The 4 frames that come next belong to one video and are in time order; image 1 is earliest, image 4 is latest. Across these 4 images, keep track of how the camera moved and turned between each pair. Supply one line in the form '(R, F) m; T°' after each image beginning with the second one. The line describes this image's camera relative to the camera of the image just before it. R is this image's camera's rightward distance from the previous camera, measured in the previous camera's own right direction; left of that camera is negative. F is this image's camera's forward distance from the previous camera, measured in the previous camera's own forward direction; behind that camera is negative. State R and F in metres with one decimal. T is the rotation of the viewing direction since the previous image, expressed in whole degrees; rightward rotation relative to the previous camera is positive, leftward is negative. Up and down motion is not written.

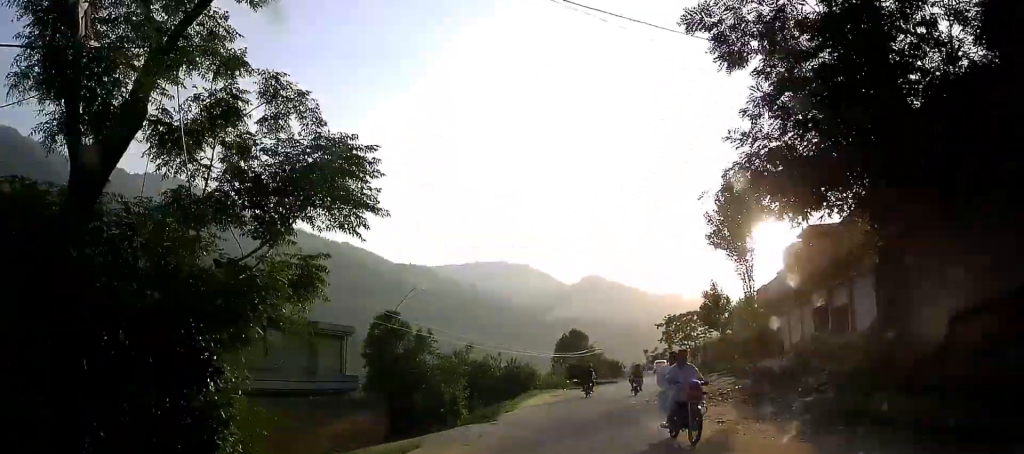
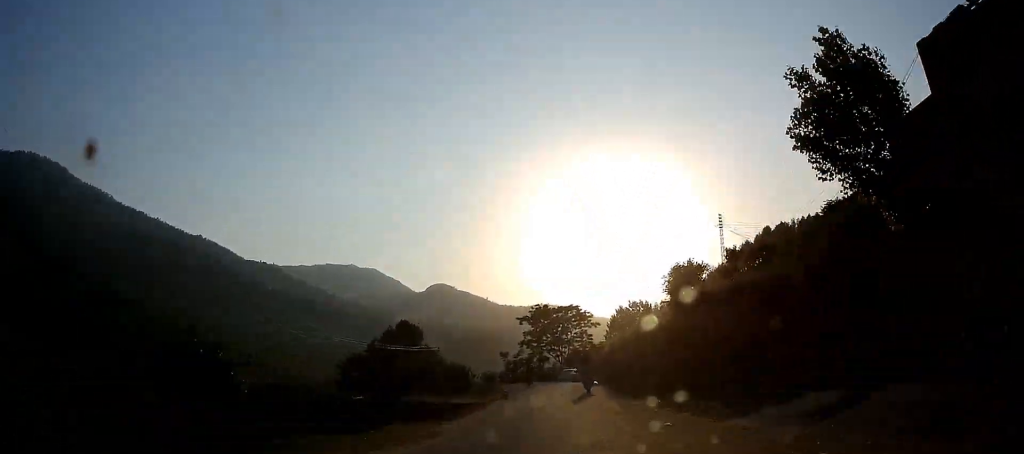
(+4.4, +34.0) m; +15°
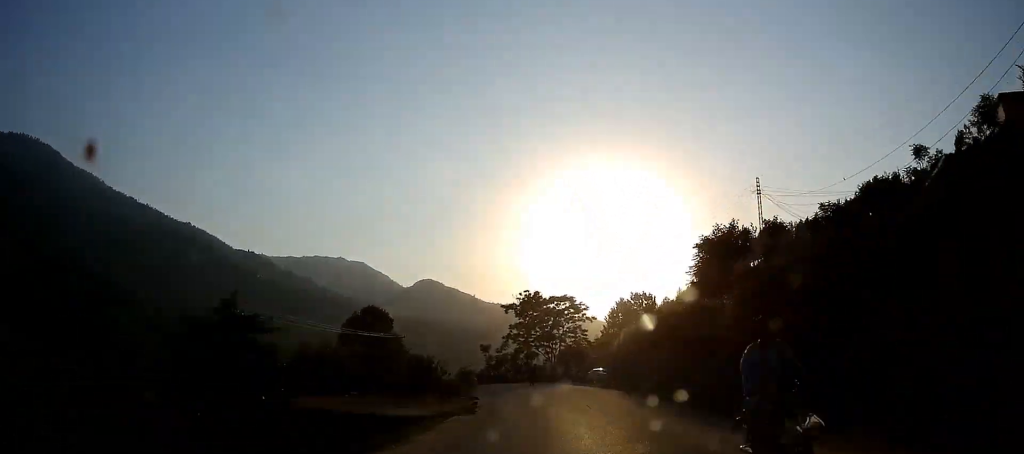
(+0.5, +11.1) m; +1°
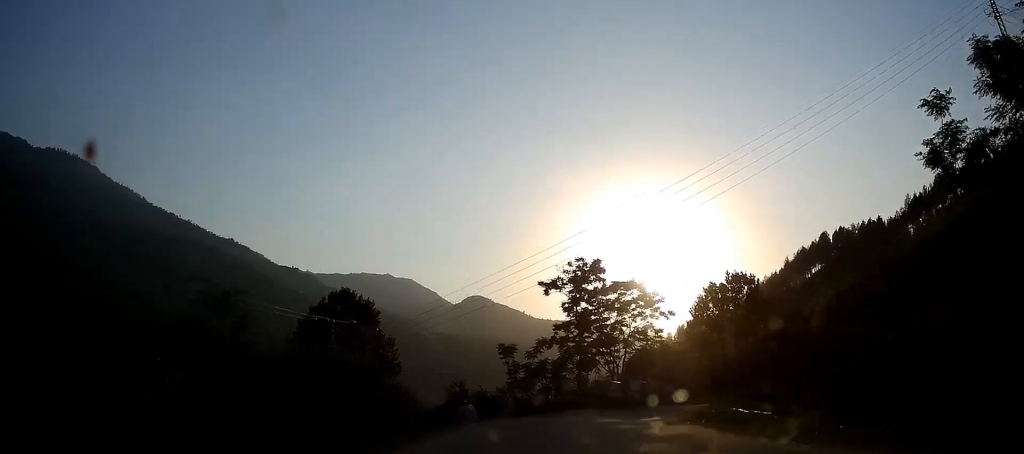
(-0.7, +25.4) m; -2°
